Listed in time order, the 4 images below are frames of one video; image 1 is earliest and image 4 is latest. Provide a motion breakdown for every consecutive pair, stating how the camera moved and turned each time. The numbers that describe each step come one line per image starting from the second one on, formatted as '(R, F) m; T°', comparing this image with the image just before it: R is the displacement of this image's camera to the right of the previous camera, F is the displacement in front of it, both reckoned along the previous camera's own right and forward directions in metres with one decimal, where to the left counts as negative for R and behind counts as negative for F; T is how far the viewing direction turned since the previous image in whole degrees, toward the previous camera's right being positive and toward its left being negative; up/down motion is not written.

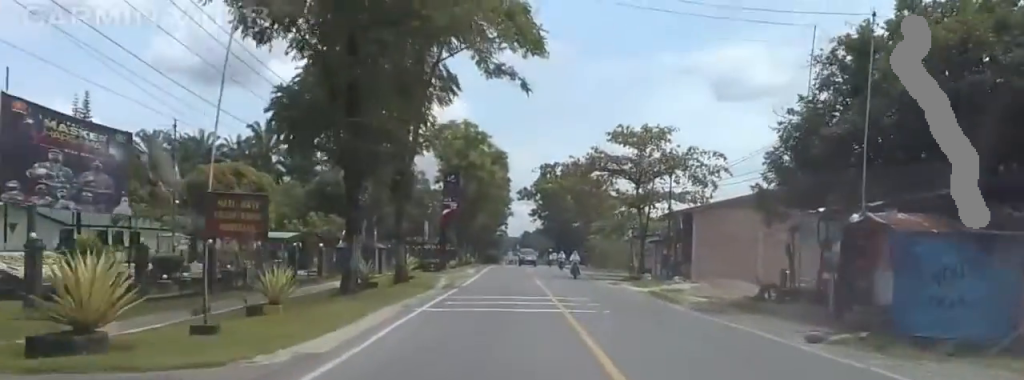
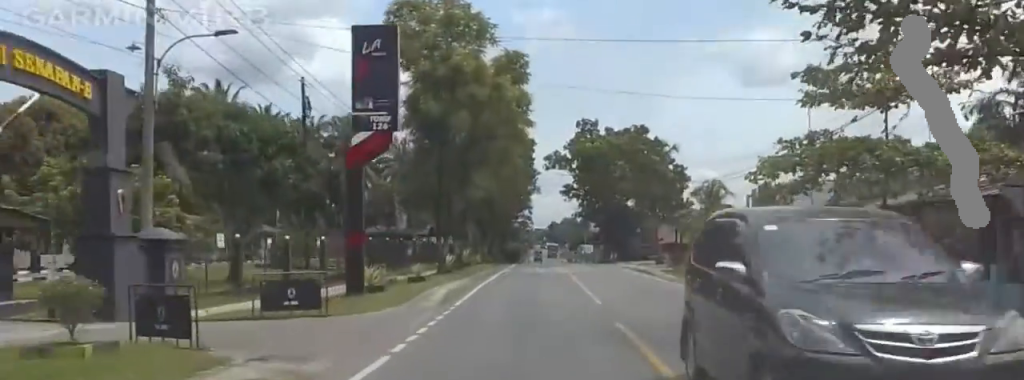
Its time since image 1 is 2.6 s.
(+0.4, +39.1) m; +3°
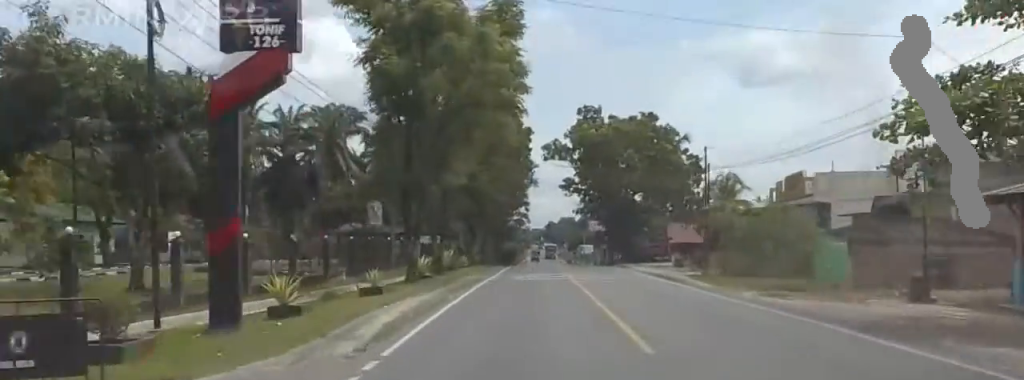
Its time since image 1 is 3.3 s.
(0.0, +9.6) m; -1°
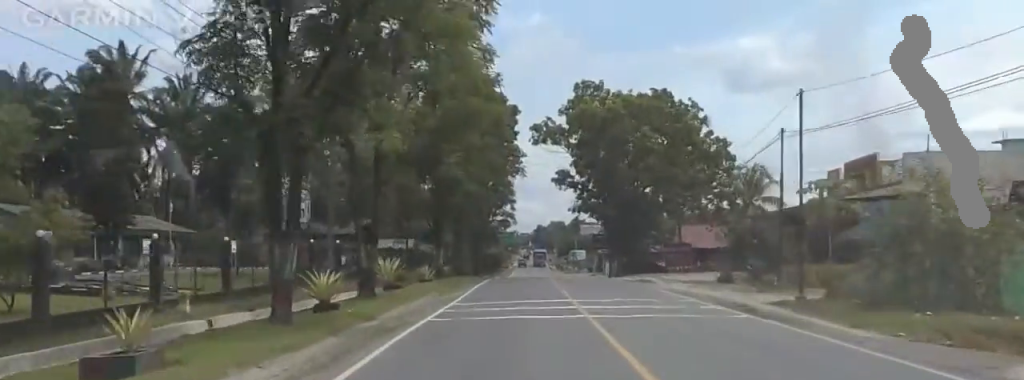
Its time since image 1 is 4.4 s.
(-0.3, +16.0) m; -3°
